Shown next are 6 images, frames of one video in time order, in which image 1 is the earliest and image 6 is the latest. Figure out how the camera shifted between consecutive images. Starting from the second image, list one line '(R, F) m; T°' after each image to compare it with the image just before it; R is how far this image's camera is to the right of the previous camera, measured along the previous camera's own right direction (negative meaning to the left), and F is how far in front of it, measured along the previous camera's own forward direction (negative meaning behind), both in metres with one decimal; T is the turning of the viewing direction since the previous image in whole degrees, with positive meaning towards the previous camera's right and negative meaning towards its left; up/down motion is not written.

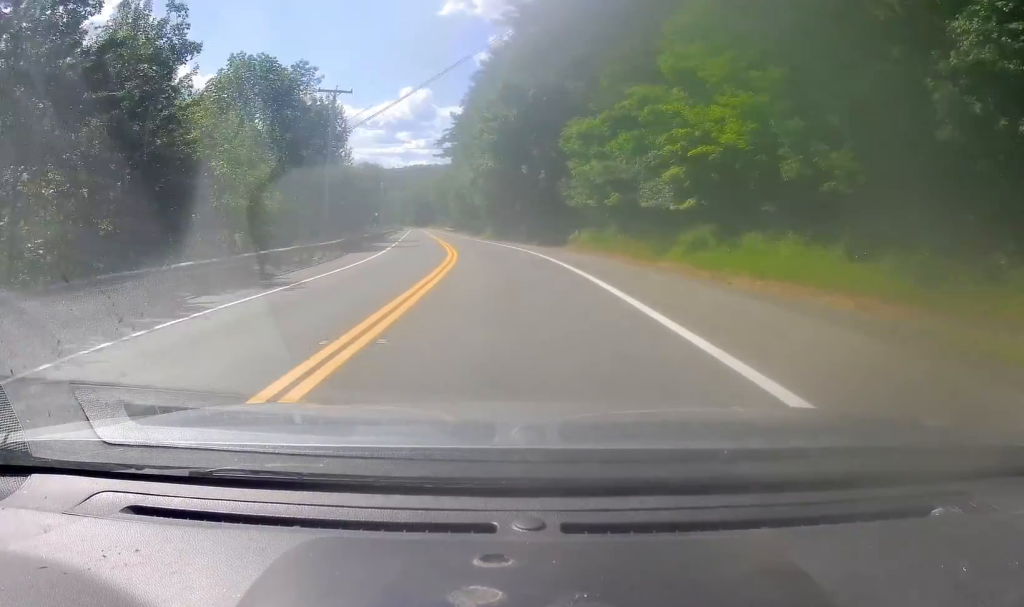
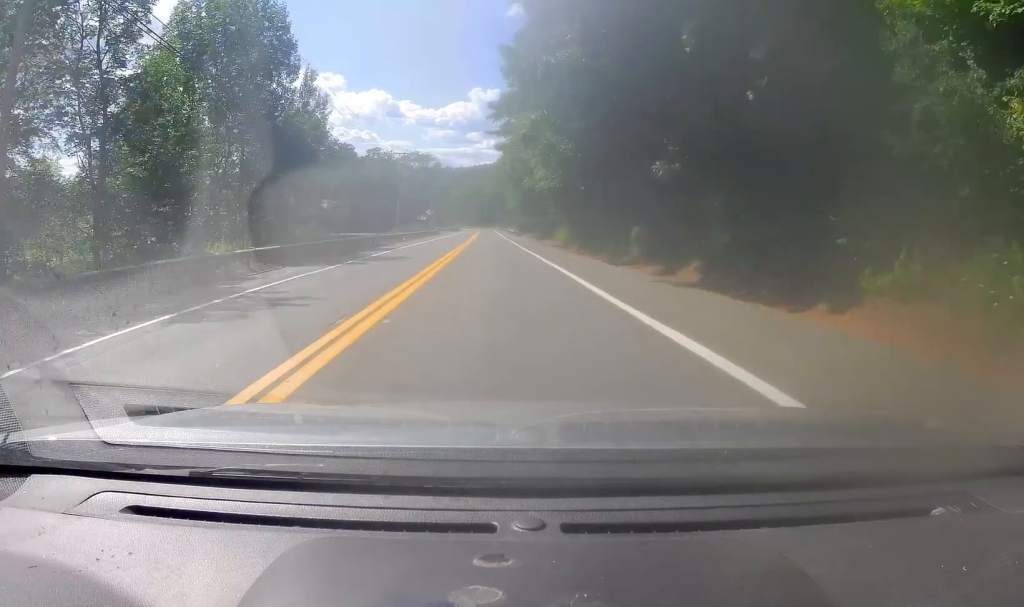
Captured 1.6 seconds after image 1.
(-0.8, +35.8) m; -3°
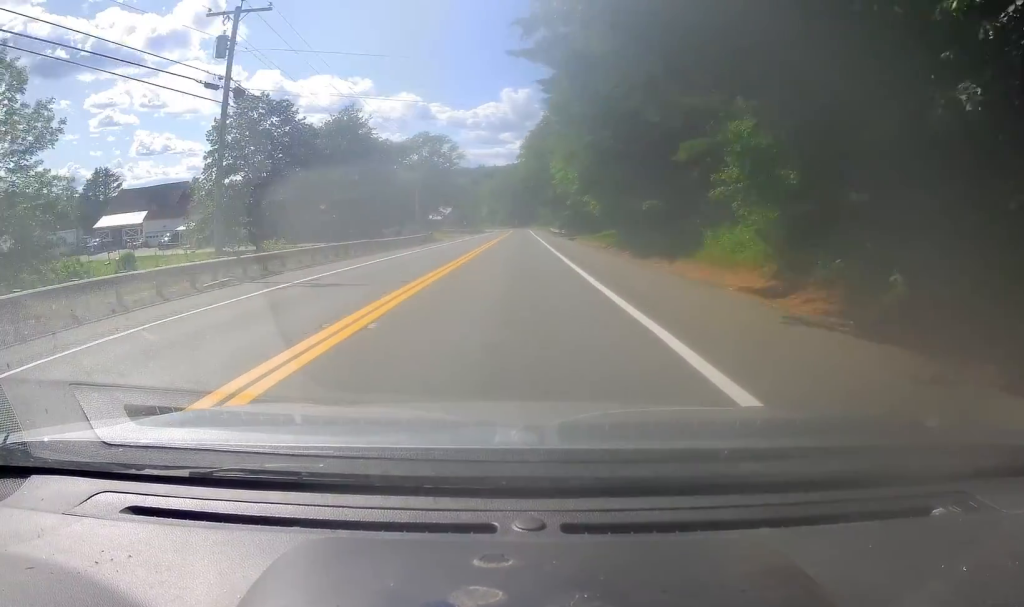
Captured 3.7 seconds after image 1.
(-2.5, +49.0) m; -5°
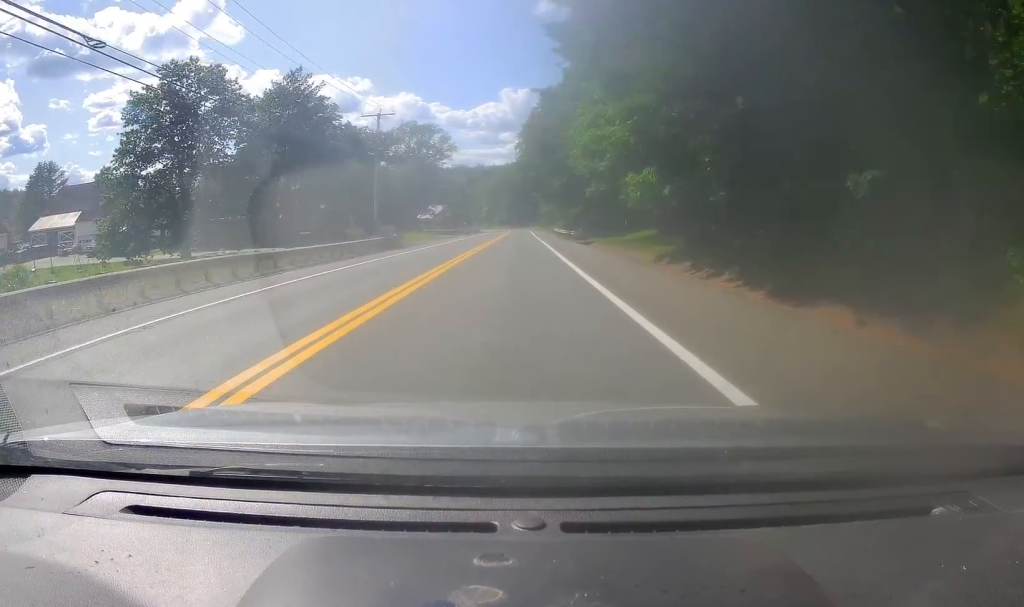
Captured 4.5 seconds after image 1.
(-0.3, +18.2) m; 0°
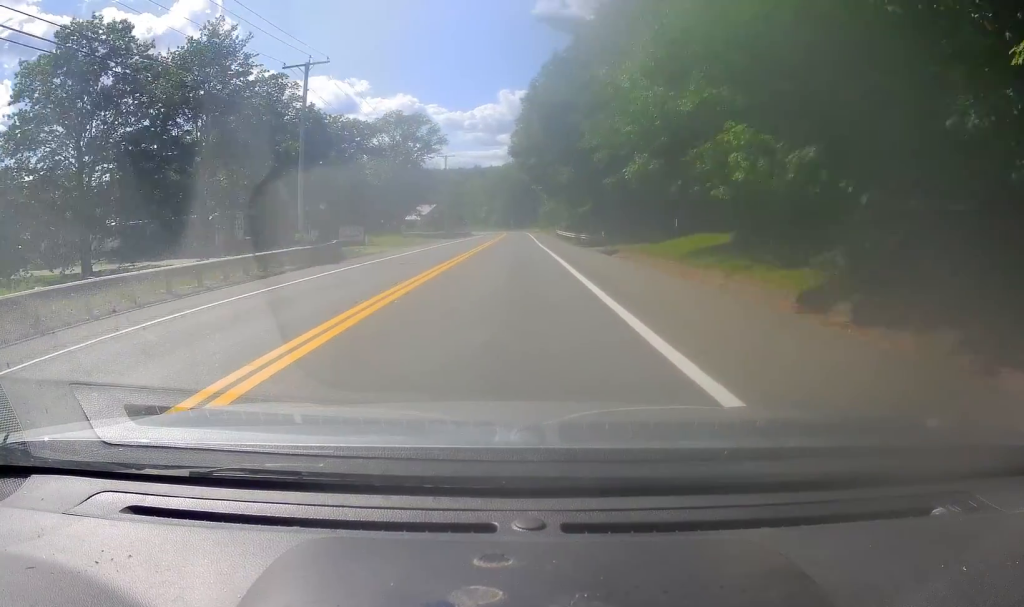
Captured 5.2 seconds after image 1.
(-0.1, +16.6) m; 0°
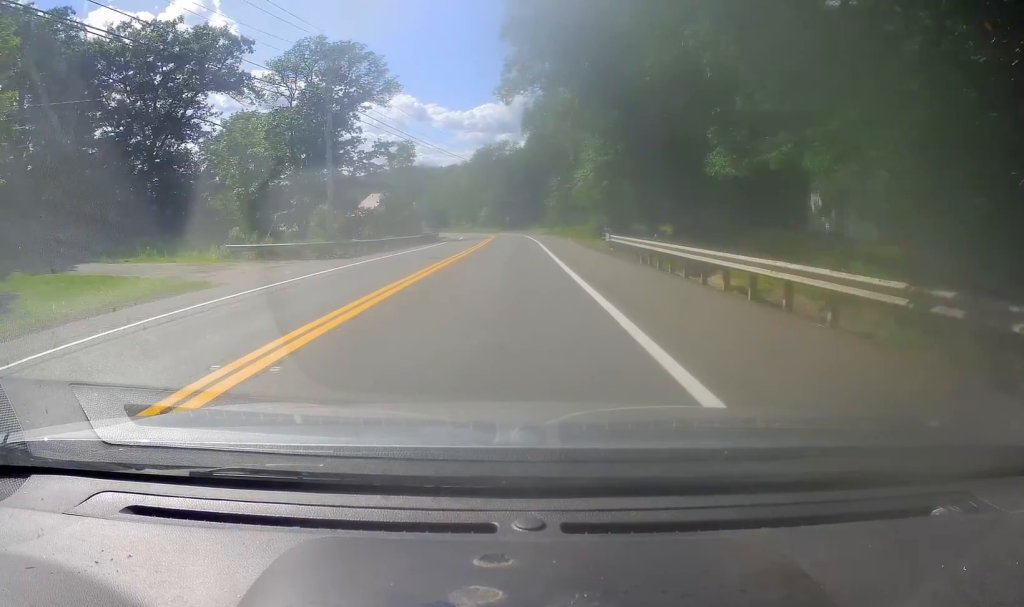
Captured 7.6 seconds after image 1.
(-0.7, +53.5) m; -1°
